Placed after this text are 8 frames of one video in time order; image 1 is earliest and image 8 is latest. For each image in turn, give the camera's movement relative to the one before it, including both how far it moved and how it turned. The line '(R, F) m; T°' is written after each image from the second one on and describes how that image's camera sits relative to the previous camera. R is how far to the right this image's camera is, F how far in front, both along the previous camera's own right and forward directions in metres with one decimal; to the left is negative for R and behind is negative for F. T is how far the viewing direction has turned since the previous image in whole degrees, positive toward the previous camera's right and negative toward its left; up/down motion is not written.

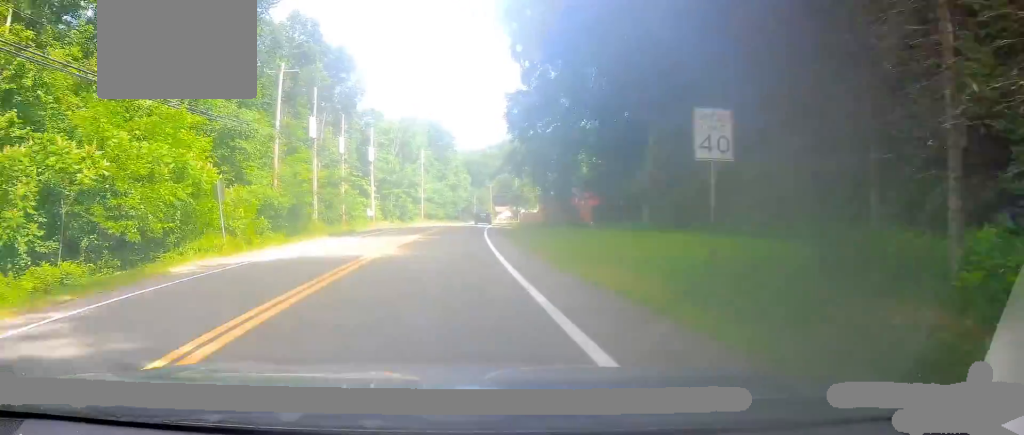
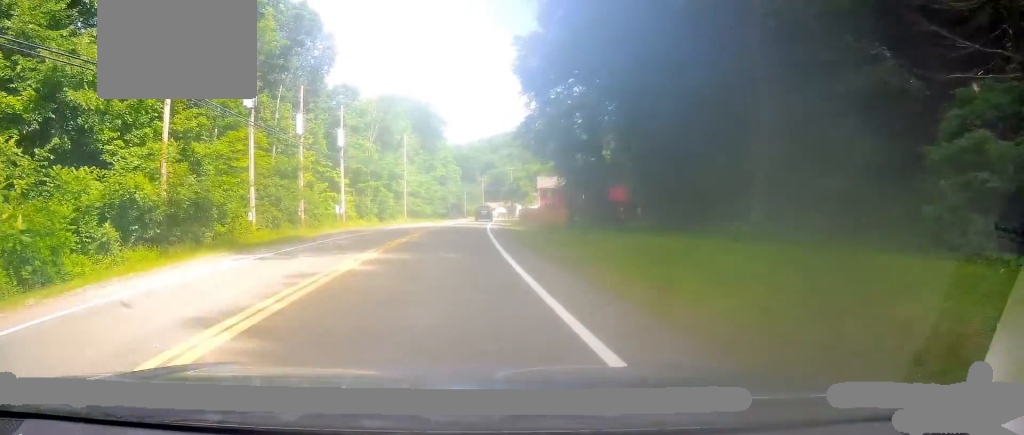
(0.0, +14.9) m; 0°
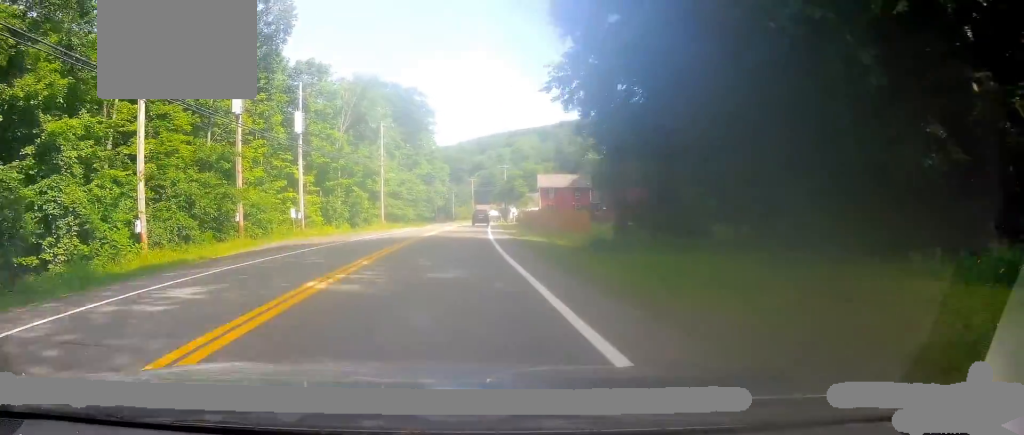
(0.0, +13.6) m; +1°
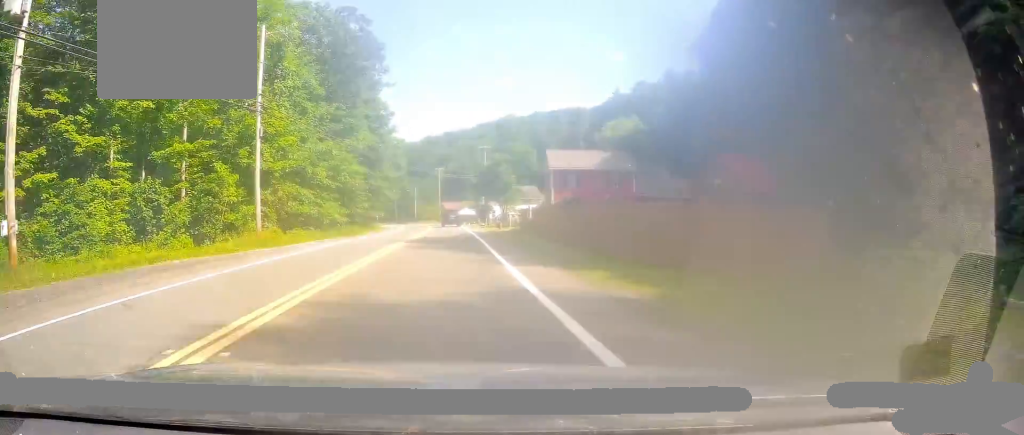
(+1.5, +33.5) m; +5°
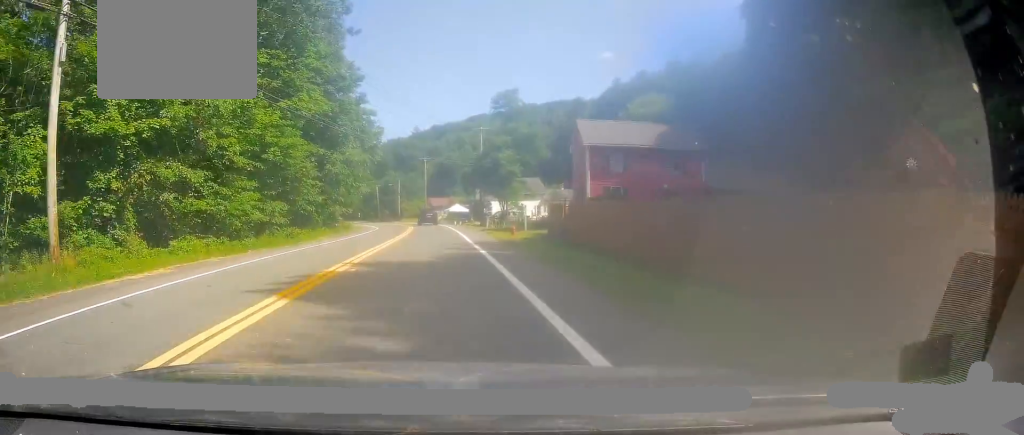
(+0.1, +17.8) m; -1°
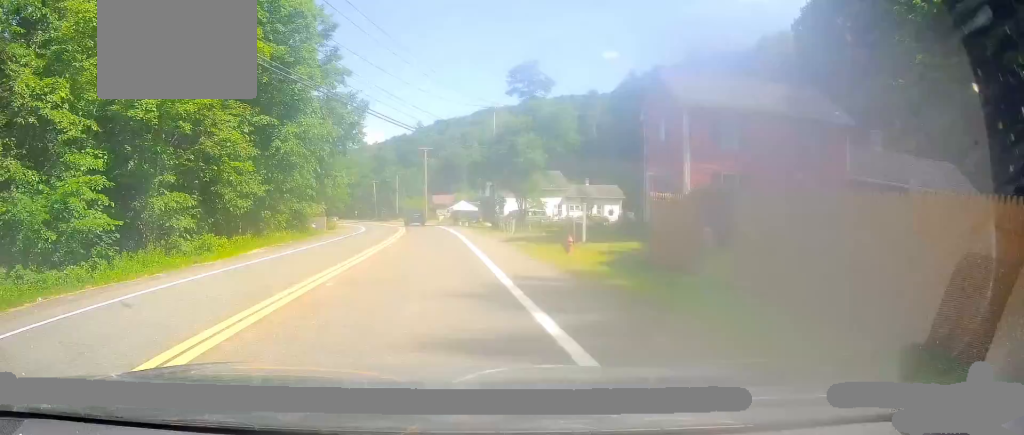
(-0.3, +14.5) m; 0°
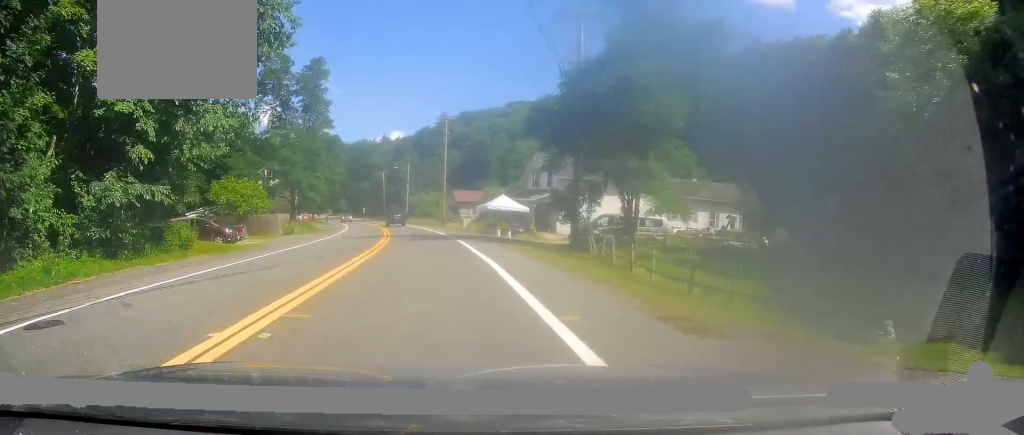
(+0.3, +29.1) m; 0°
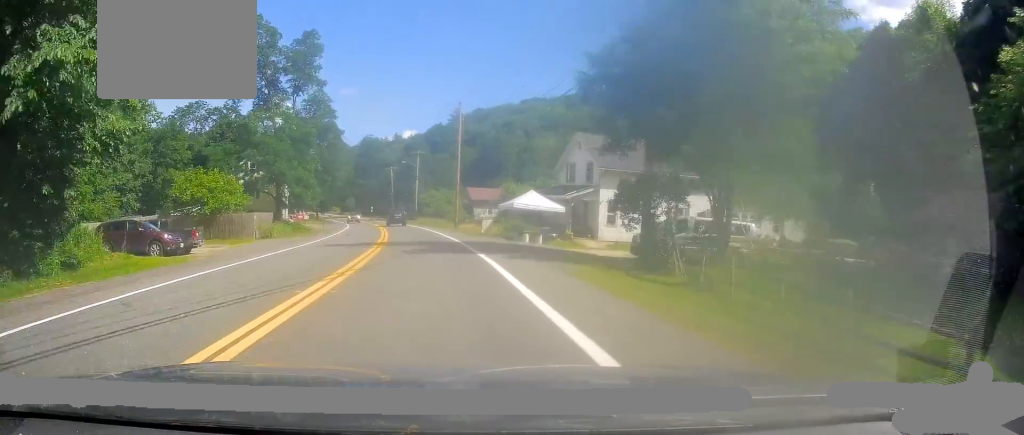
(+0.1, +8.2) m; -1°
